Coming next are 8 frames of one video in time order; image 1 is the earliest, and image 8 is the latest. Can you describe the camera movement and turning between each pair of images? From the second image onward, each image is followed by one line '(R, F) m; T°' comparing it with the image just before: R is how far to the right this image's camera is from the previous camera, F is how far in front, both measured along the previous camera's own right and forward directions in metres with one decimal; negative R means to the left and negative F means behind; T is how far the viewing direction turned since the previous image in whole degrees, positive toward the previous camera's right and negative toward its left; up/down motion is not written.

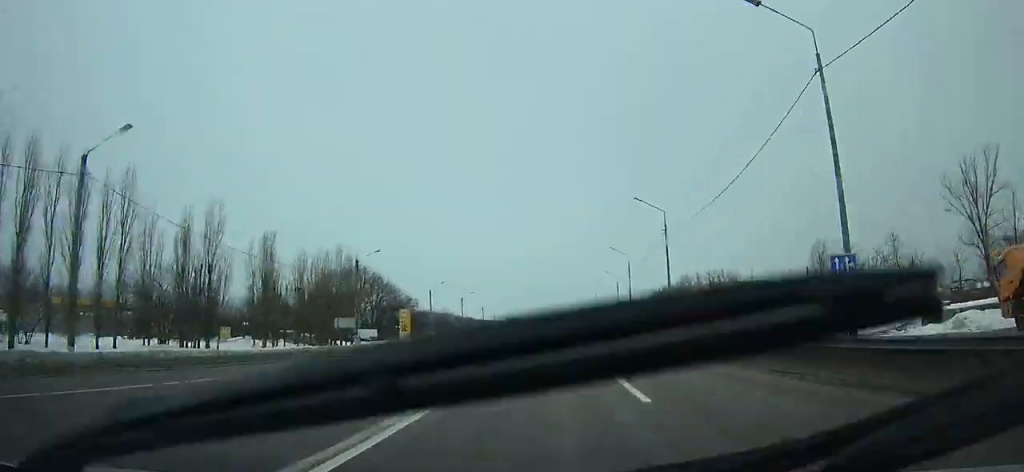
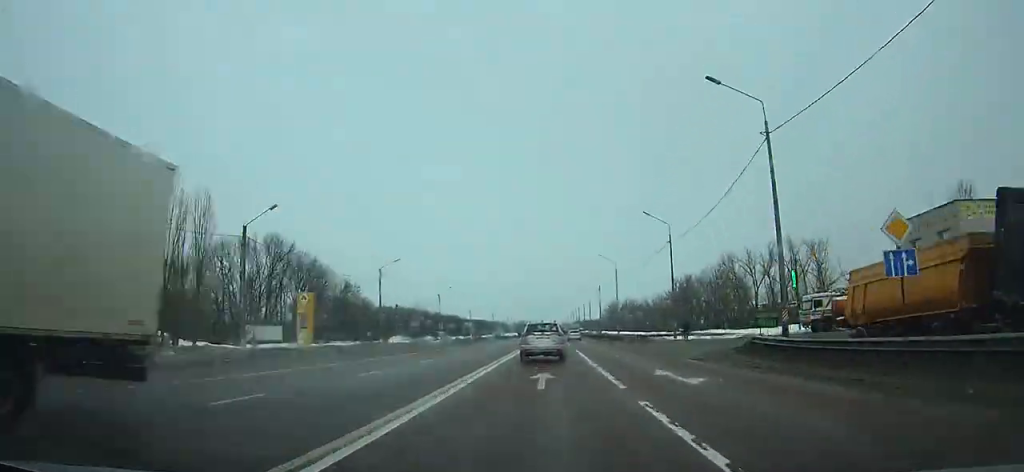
(0.0, +54.2) m; 0°
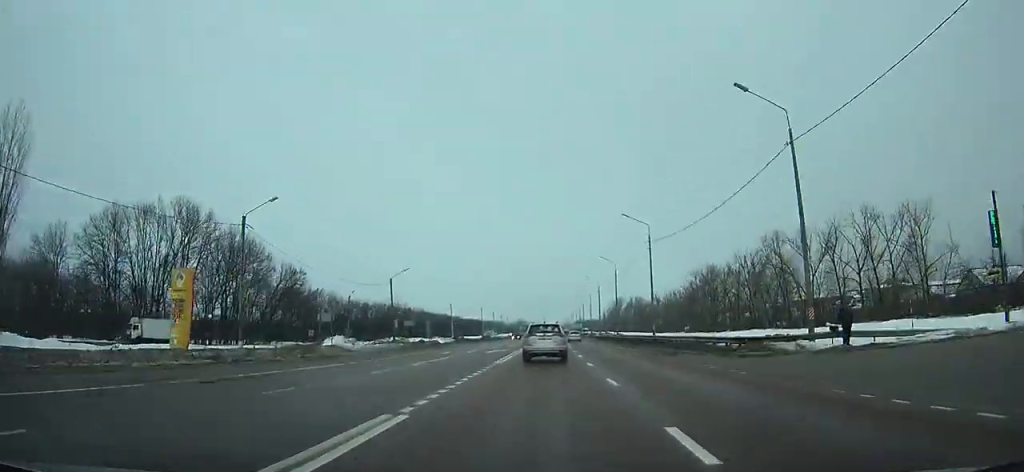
(+0.1, +30.2) m; 0°
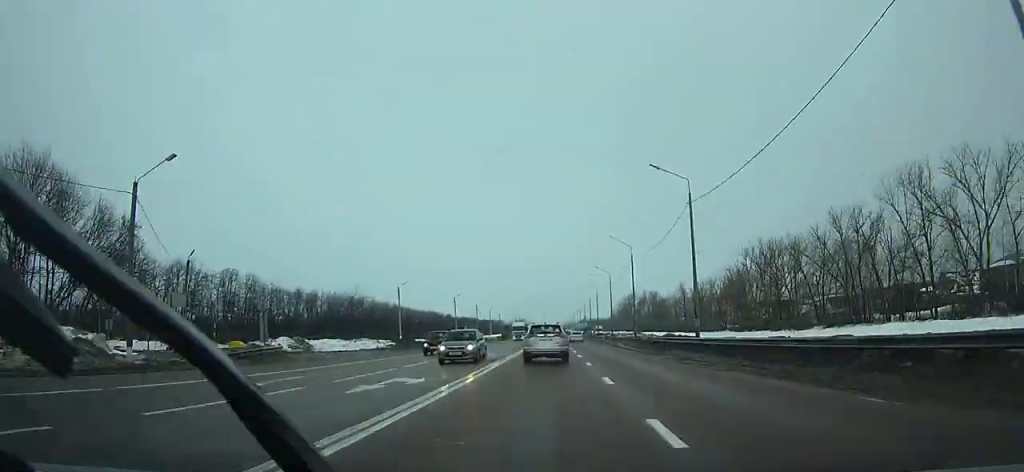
(-0.1, +46.1) m; 0°
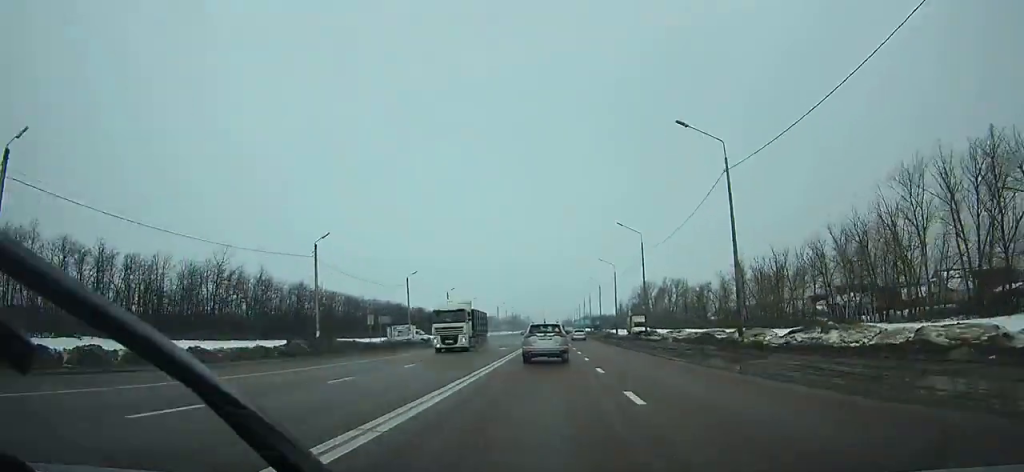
(+0.2, +67.8) m; +1°
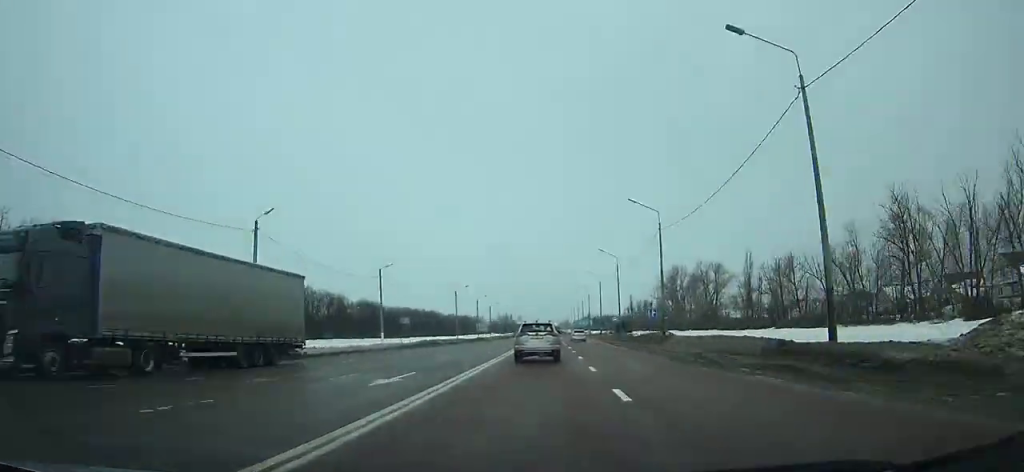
(+0.5, +71.0) m; 0°
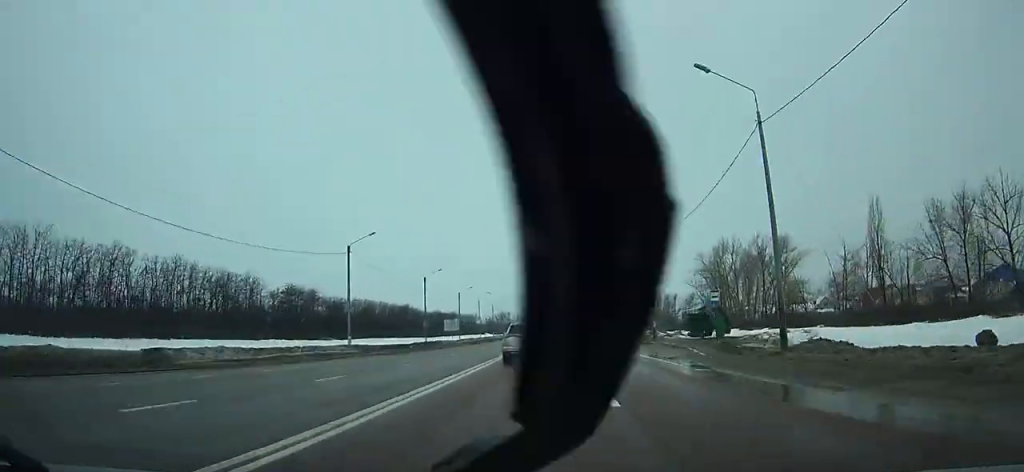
(0.0, +56.6) m; 0°
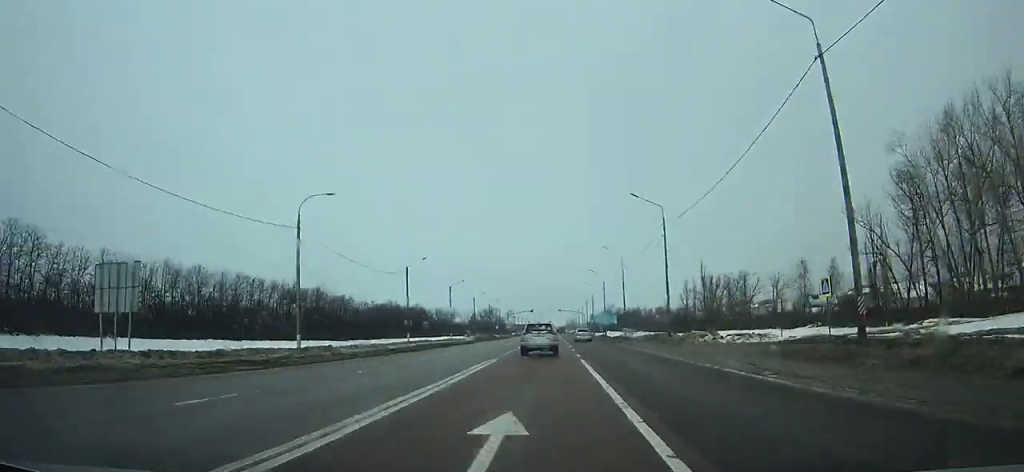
(-0.6, +94.6) m; 0°
